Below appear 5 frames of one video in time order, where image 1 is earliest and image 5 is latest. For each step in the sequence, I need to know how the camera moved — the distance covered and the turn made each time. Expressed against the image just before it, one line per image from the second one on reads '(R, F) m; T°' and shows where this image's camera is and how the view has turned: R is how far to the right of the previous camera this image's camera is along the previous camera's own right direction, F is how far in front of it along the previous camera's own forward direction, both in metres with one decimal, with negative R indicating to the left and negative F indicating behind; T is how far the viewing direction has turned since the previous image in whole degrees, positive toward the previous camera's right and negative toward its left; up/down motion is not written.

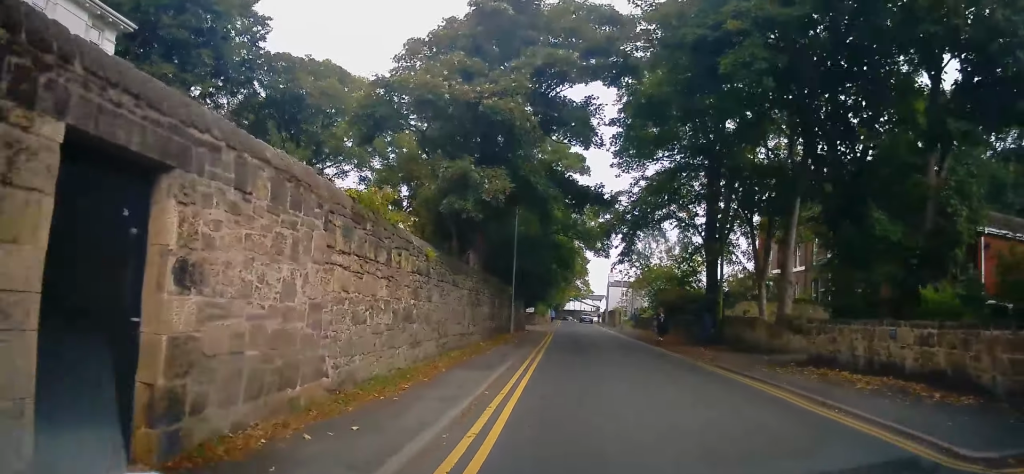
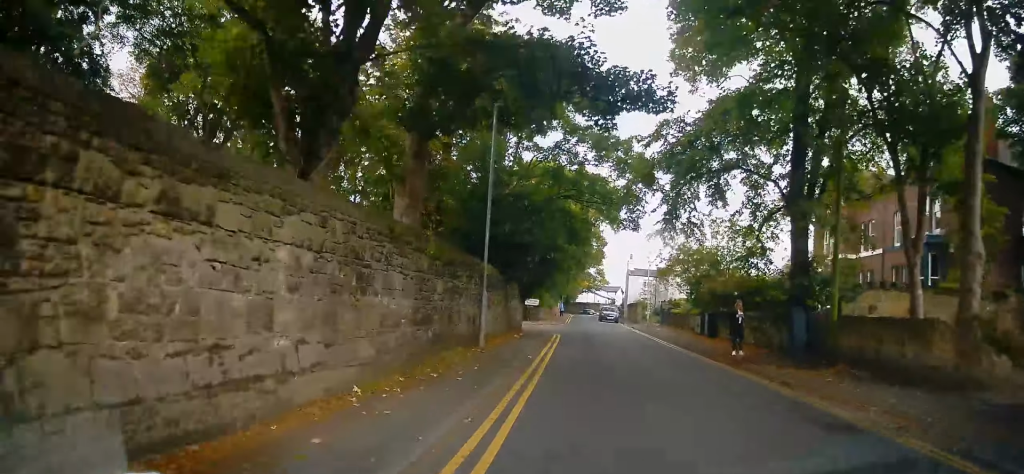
(-0.2, +10.9) m; -4°
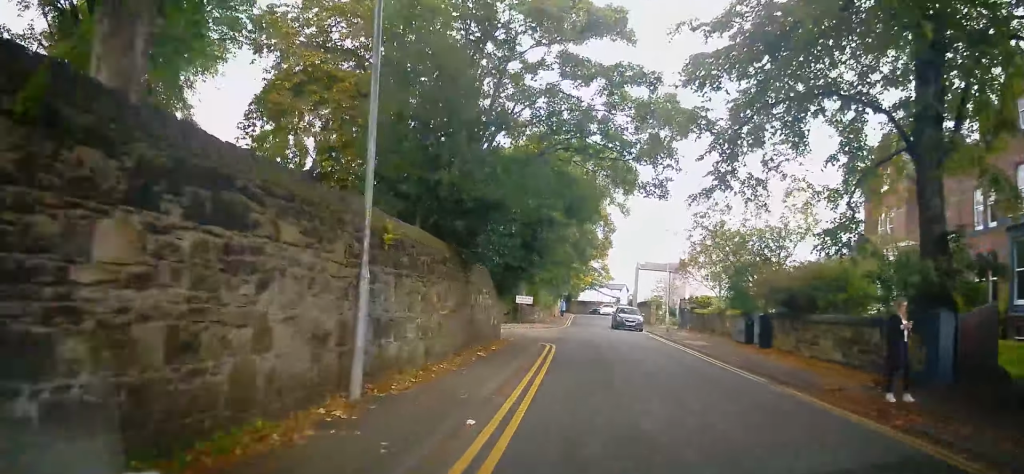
(-0.4, +8.1) m; -4°
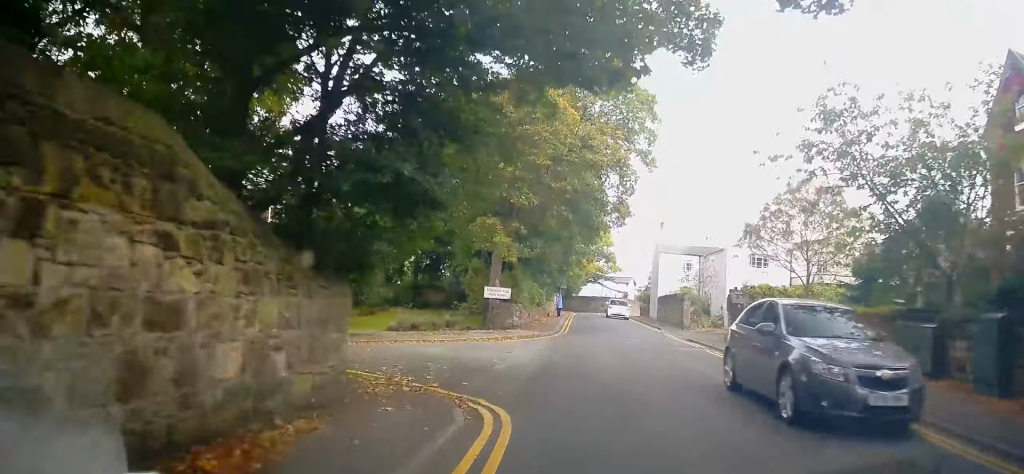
(+0.2, +14.0) m; +3°
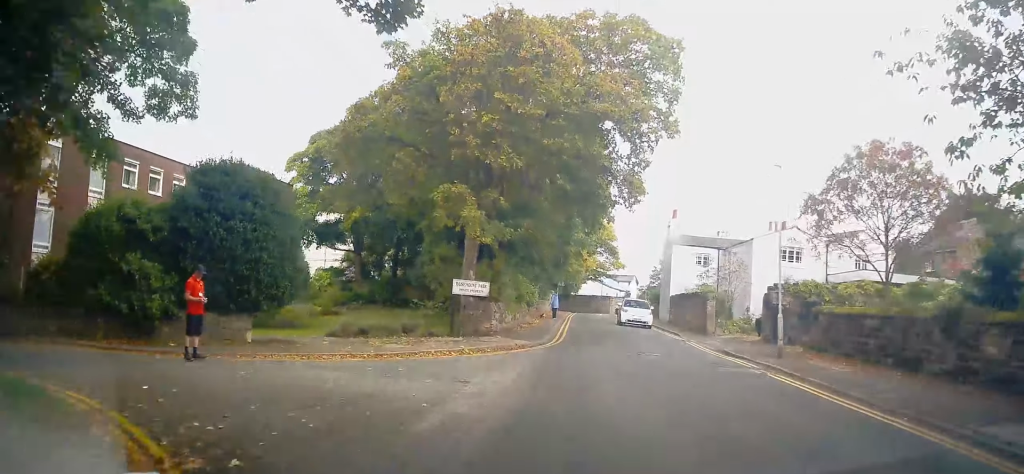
(+0.1, +6.4) m; +1°
